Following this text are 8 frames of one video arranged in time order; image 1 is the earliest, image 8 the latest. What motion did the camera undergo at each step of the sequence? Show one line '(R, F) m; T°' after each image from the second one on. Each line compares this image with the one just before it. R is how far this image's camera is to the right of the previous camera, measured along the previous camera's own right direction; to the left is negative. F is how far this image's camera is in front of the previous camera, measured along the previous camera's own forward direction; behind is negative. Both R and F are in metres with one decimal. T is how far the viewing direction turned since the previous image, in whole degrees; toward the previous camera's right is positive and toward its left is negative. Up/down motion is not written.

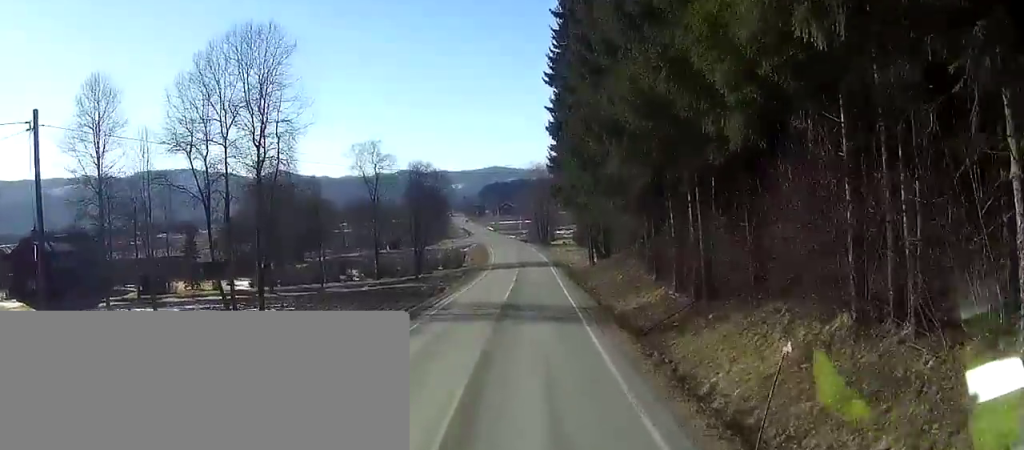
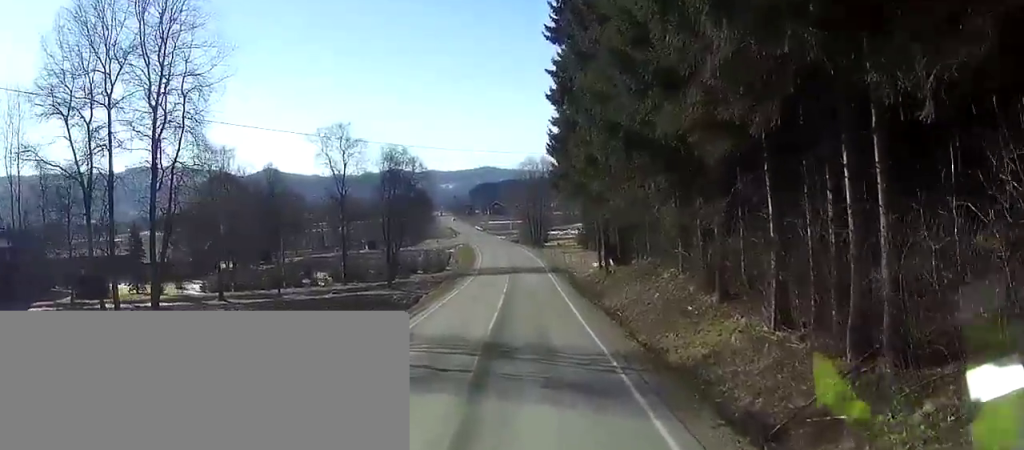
(0.0, +17.0) m; -1°
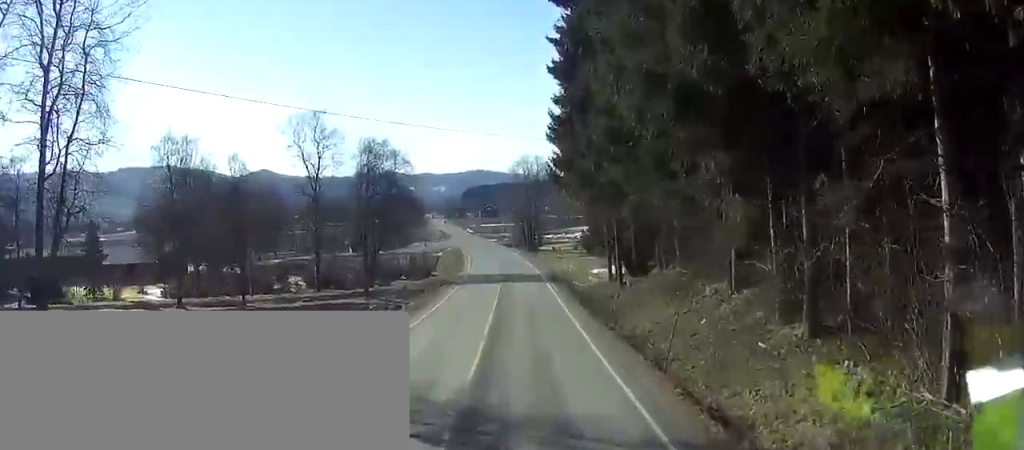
(-0.2, +10.8) m; 0°
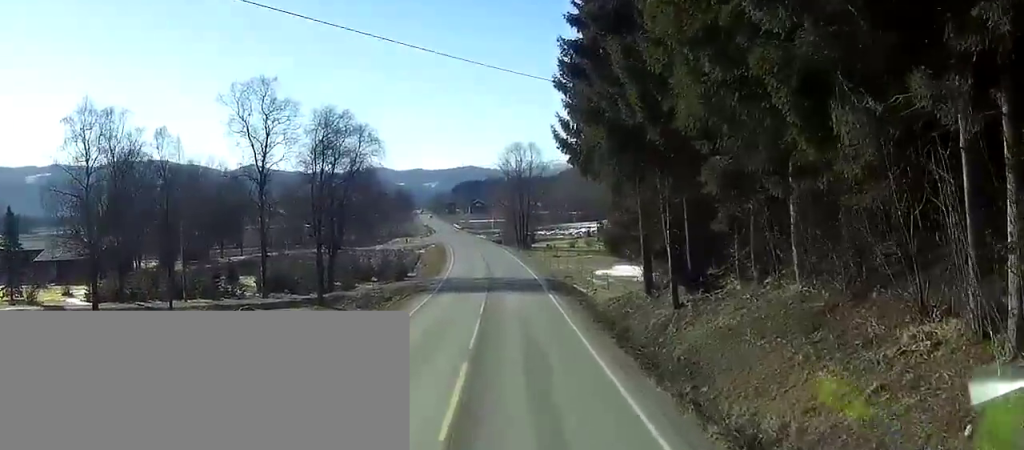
(-0.1, +17.3) m; +1°
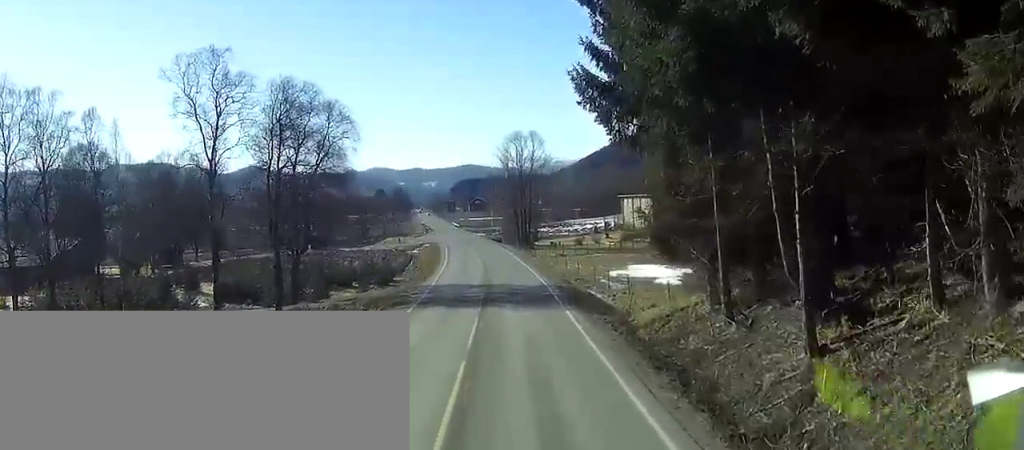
(0.0, +13.1) m; +2°
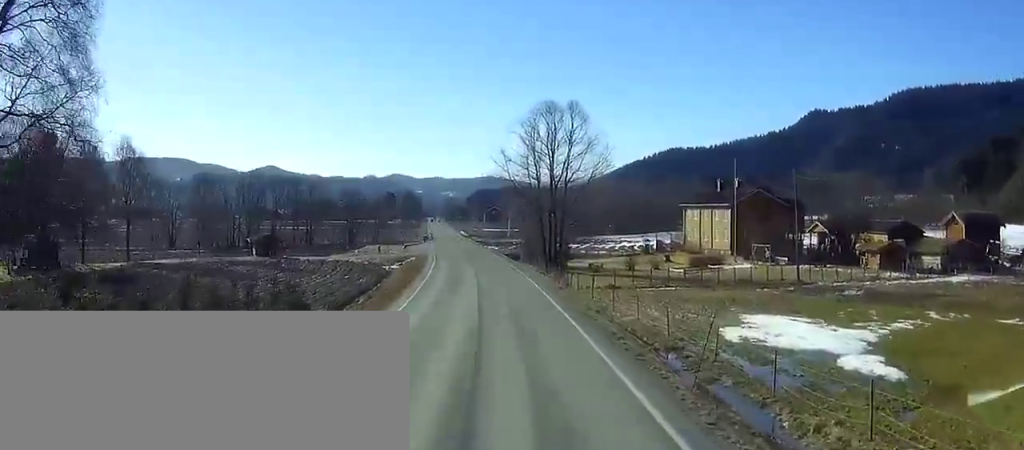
(+3.5, +41.7) m; +5°
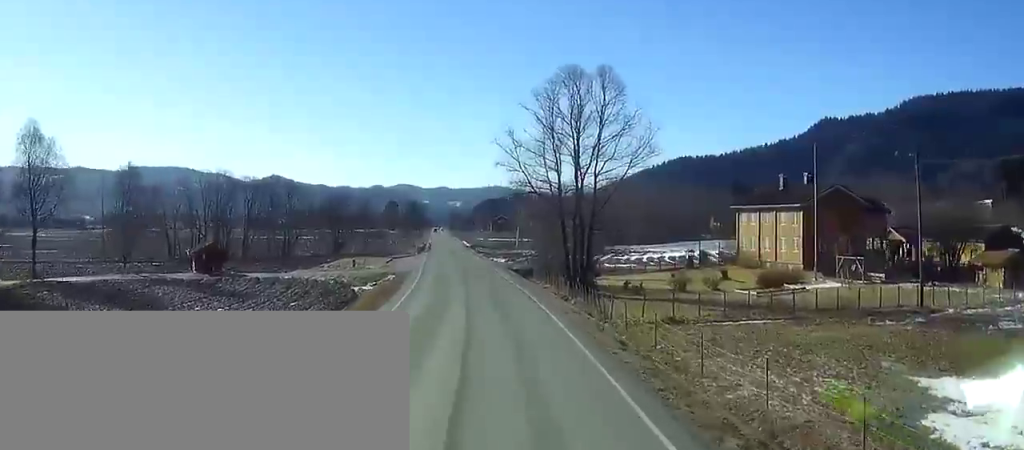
(-1.2, +23.7) m; -5°
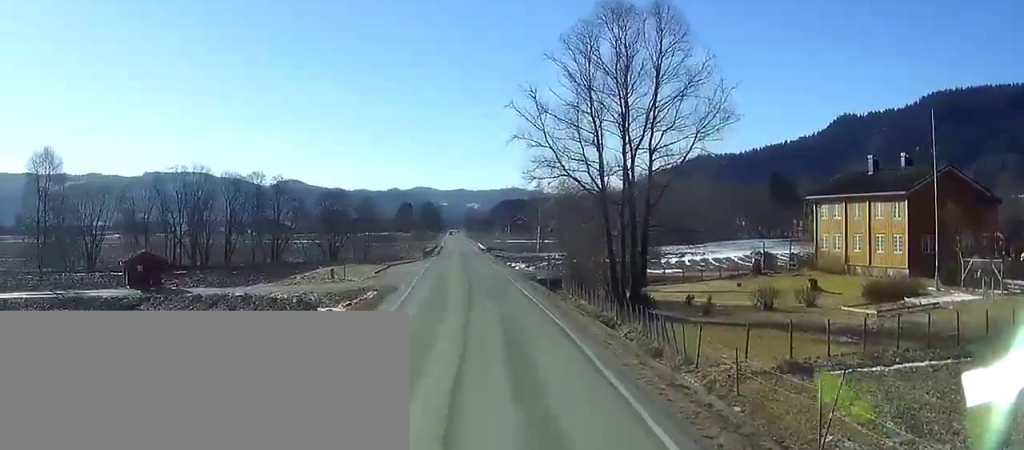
(-0.4, +19.3) m; -2°
